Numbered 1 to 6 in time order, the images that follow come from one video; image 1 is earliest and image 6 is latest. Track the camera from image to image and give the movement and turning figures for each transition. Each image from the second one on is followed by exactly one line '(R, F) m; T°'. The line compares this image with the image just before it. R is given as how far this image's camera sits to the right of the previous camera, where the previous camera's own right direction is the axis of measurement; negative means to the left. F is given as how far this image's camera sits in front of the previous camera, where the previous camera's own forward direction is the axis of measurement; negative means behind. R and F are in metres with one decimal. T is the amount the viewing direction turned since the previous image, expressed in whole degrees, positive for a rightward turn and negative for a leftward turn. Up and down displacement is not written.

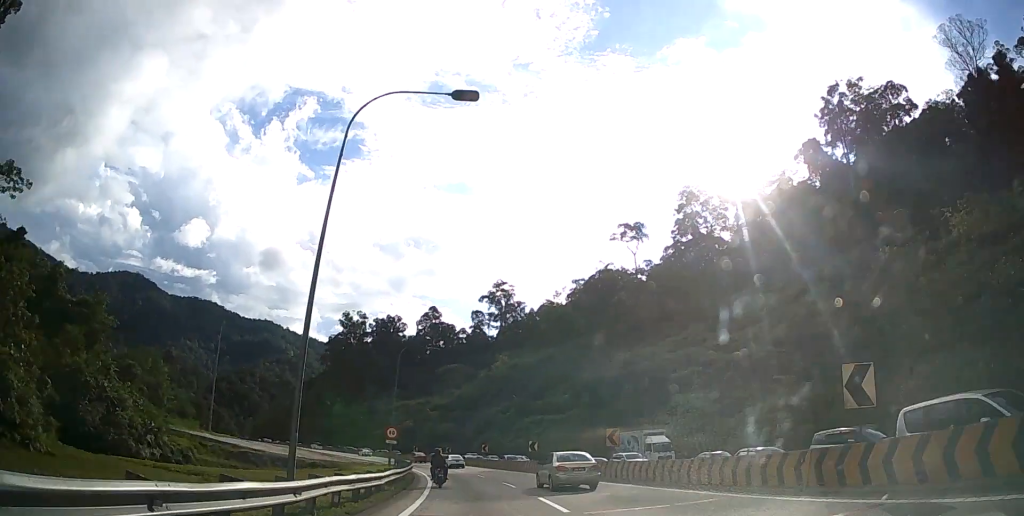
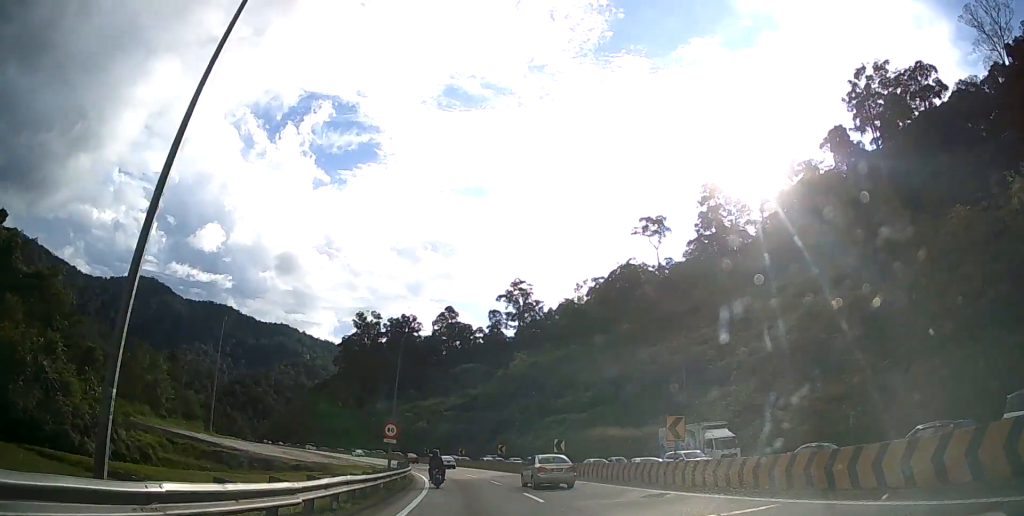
(-0.2, +7.8) m; -2°
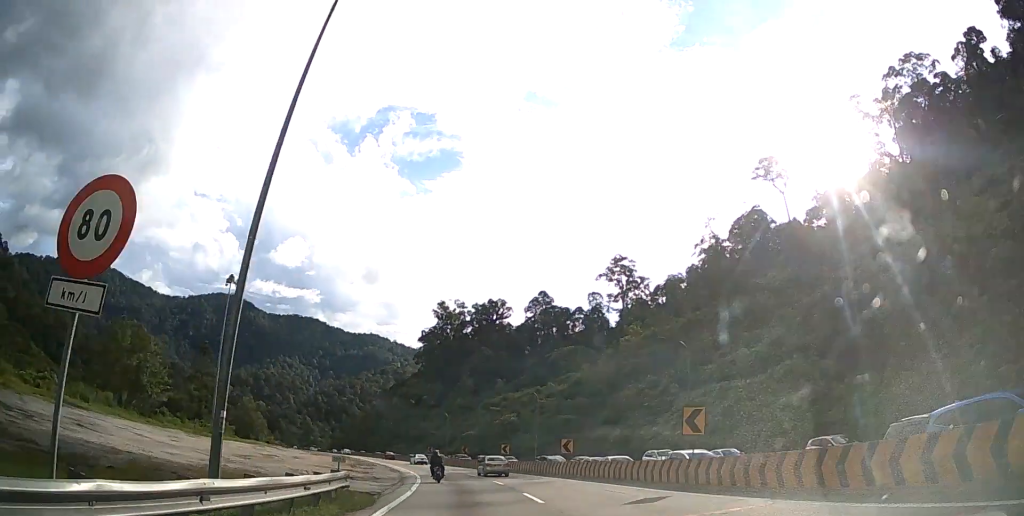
(-2.9, +37.4) m; -9°
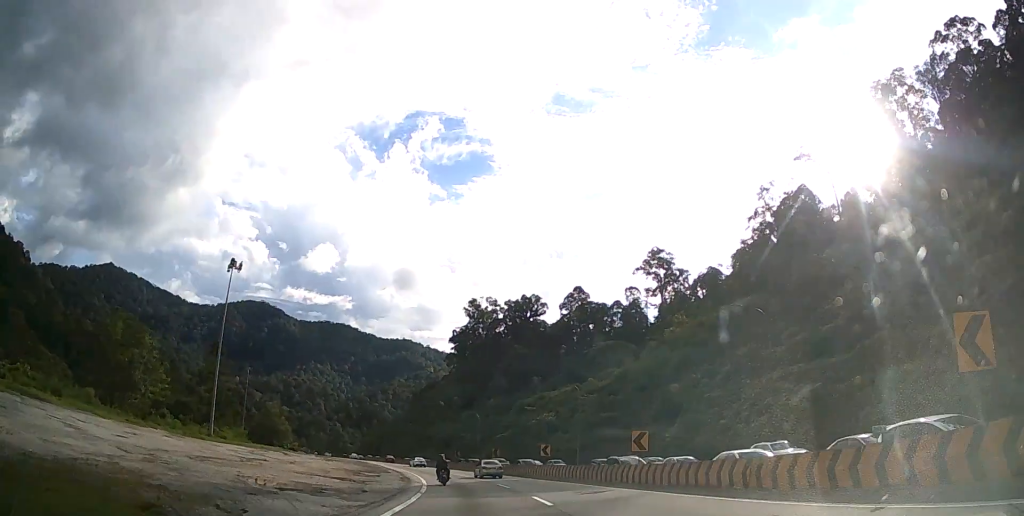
(-0.4, +11.2) m; -3°
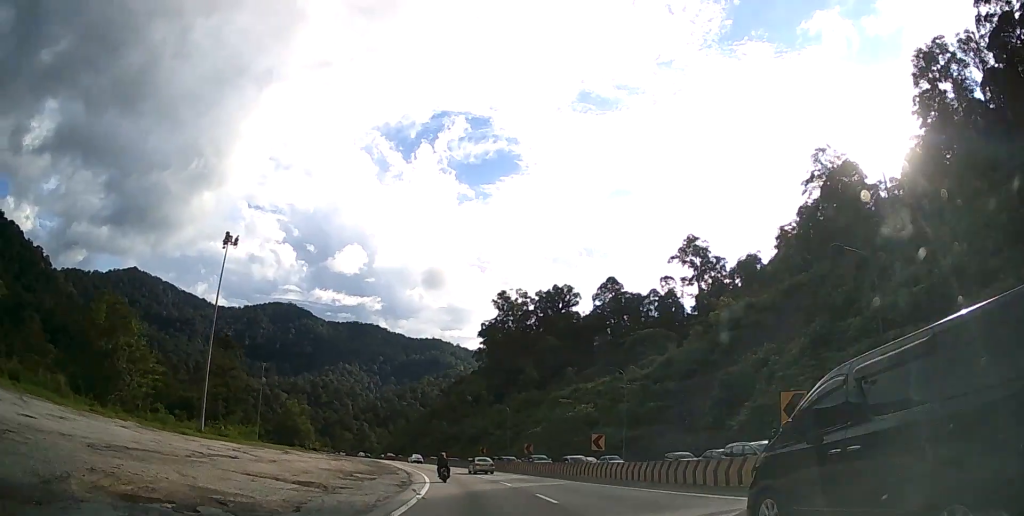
(-0.4, +11.2) m; -3°
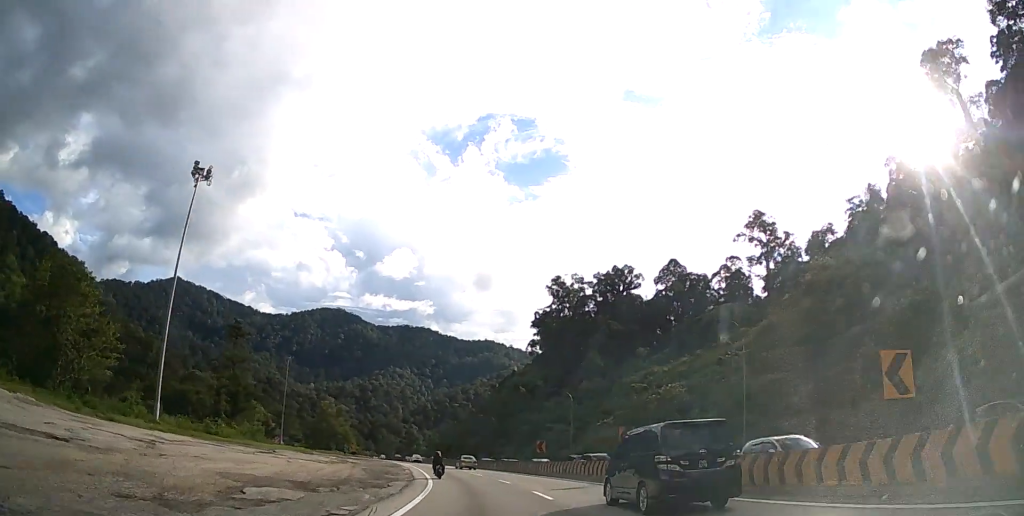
(-1.1, +21.4) m; -6°
